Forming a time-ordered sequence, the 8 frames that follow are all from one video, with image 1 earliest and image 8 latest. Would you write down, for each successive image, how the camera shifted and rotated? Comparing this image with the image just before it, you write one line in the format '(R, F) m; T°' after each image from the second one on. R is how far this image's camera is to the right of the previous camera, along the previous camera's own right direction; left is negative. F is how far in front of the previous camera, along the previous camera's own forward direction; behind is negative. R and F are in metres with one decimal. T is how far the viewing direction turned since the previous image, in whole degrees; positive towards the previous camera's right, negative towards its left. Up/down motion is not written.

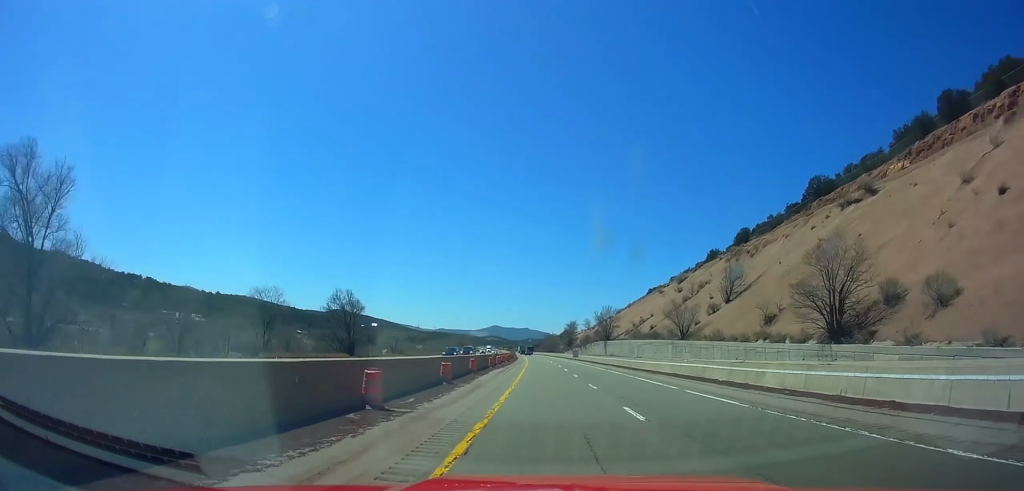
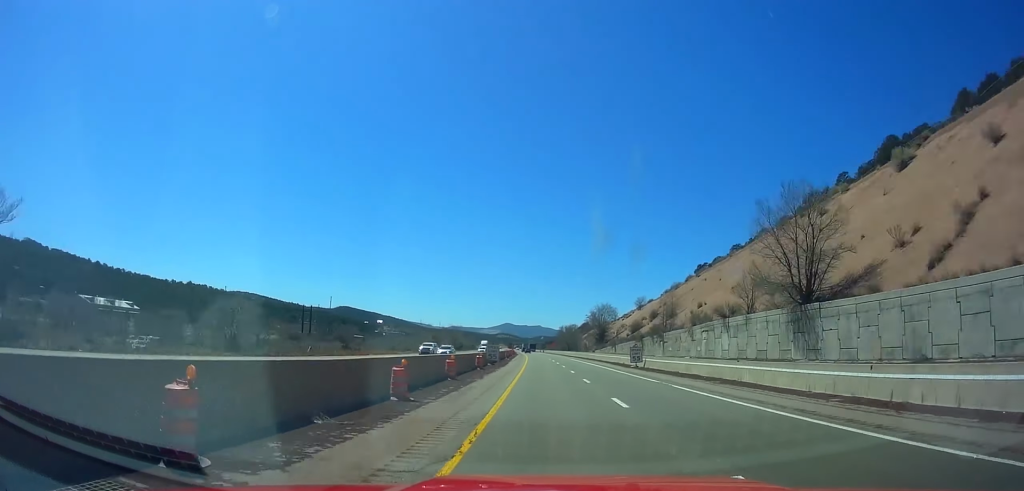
(+0.2, +70.0) m; 0°
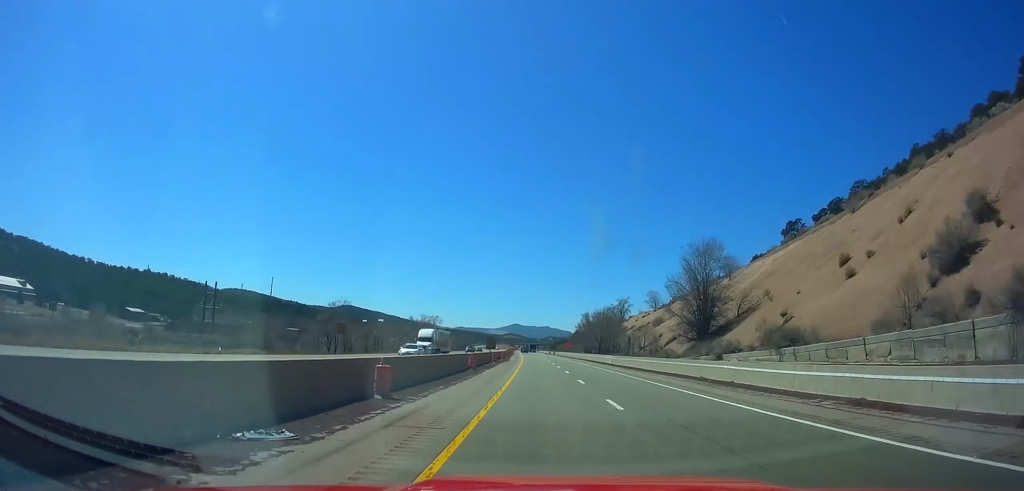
(-0.7, +73.4) m; -1°
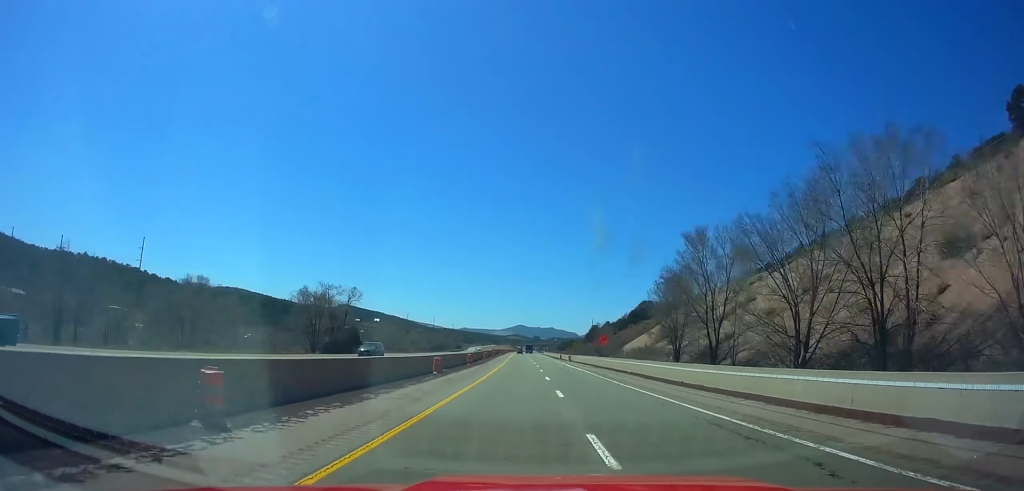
(-0.7, +80.0) m; -1°
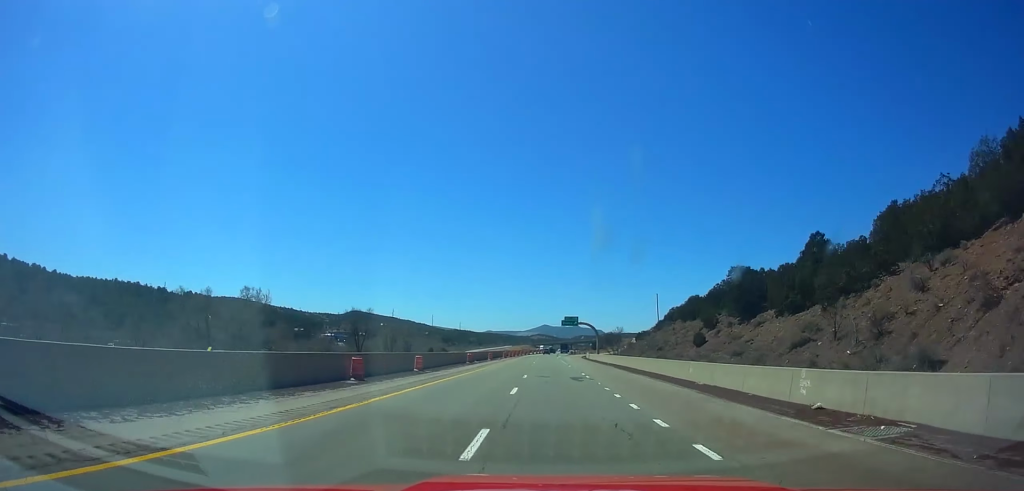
(-1.8, +153.6) m; -1°
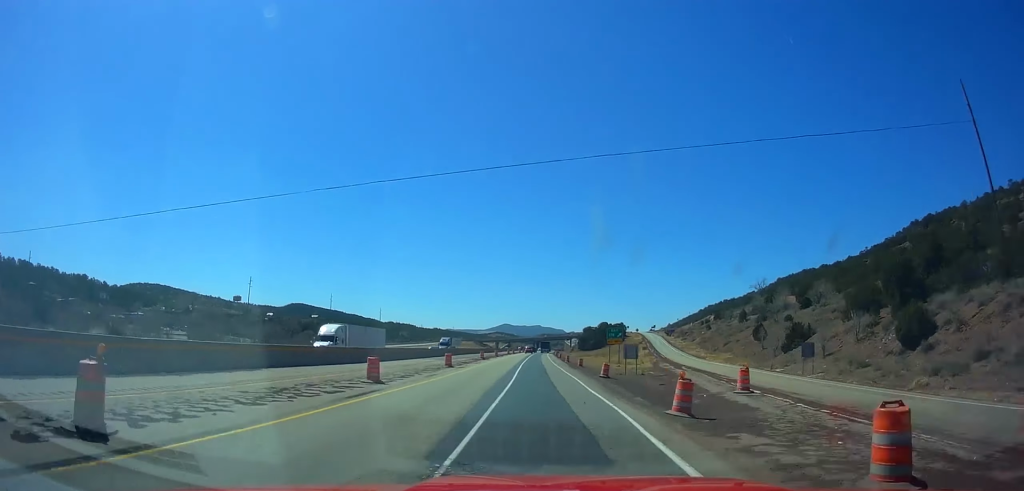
(+0.8, +181.2) m; +2°
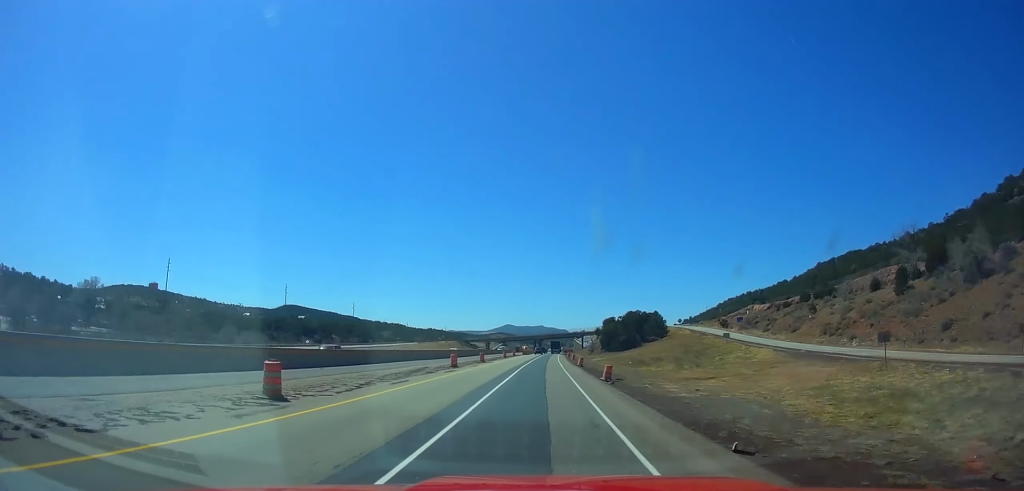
(+1.0, +103.0) m; +1°
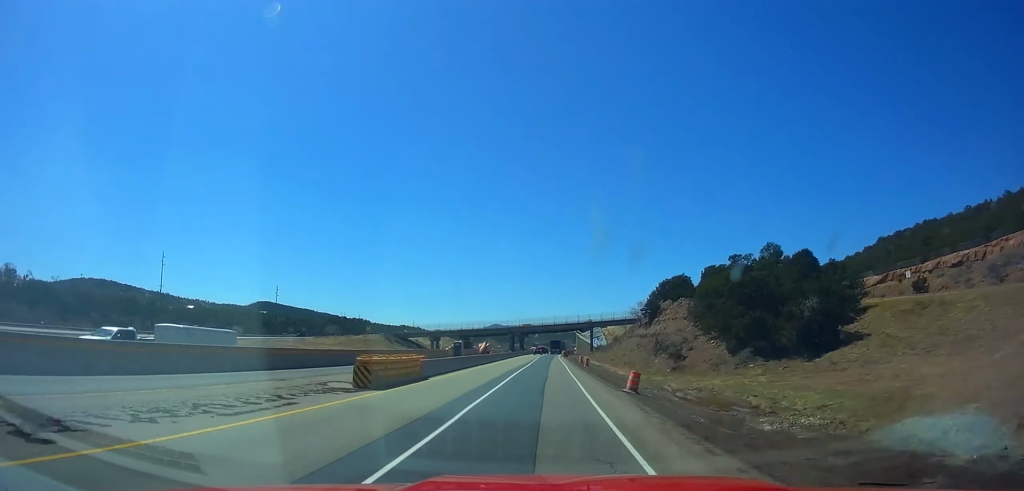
(+1.4, +105.2) m; +1°
